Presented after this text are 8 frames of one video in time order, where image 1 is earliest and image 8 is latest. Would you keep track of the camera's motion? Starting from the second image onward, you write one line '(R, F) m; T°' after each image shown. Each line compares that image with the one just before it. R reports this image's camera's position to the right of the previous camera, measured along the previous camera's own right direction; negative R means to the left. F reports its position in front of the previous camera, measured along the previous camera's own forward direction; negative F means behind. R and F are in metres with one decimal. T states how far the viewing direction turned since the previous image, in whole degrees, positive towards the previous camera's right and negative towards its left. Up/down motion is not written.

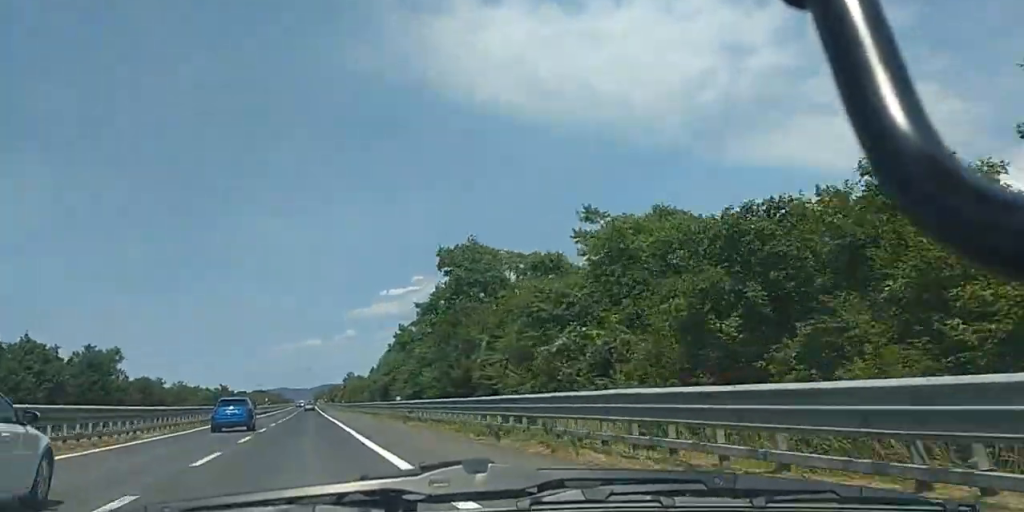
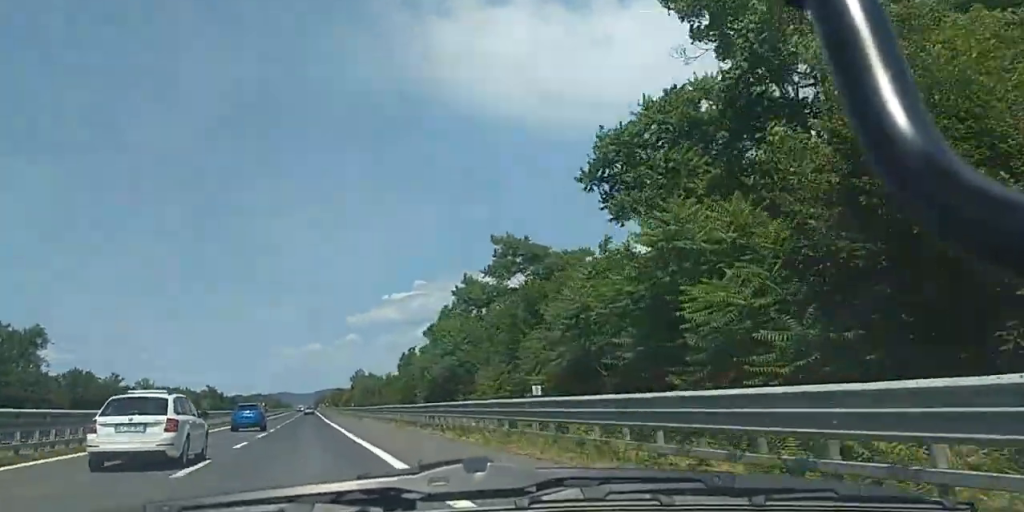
(+0.2, +36.3) m; 0°
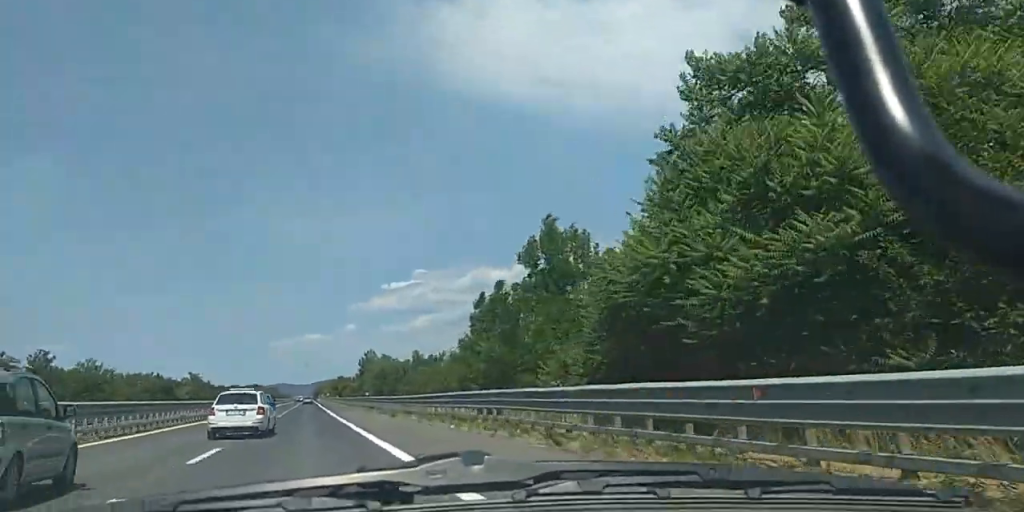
(-0.6, +32.0) m; -2°
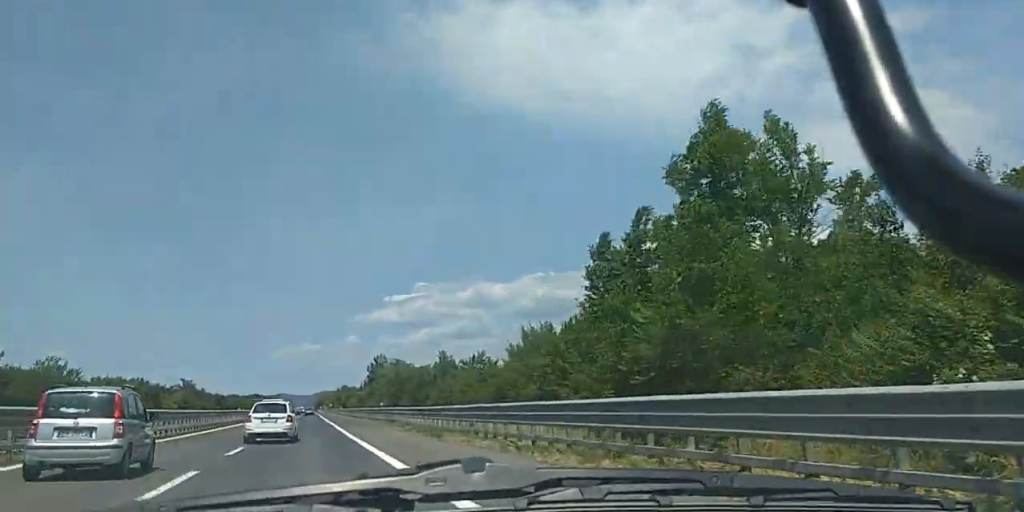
(-0.2, +16.4) m; 0°
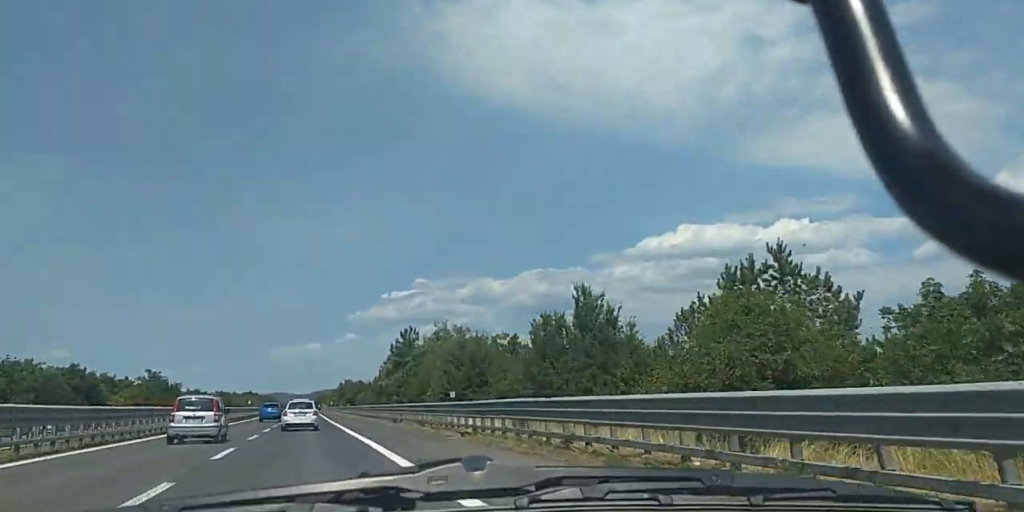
(+0.3, +37.7) m; 0°
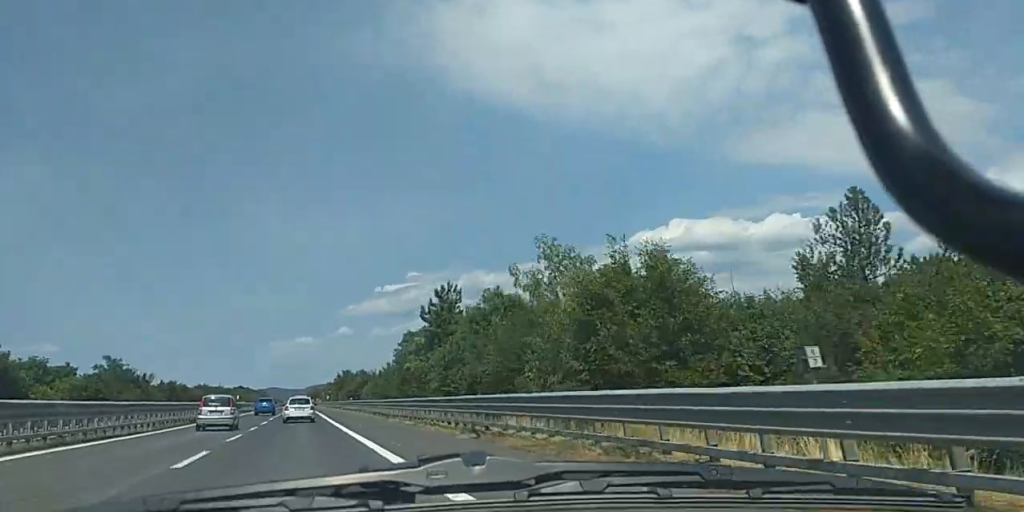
(-0.2, +27.1) m; 0°
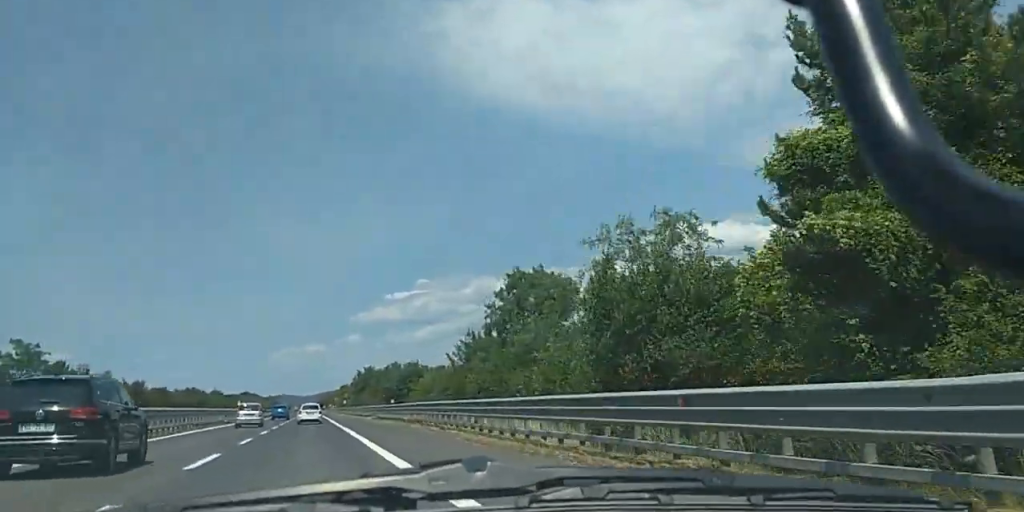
(+0.5, +43.4) m; +1°
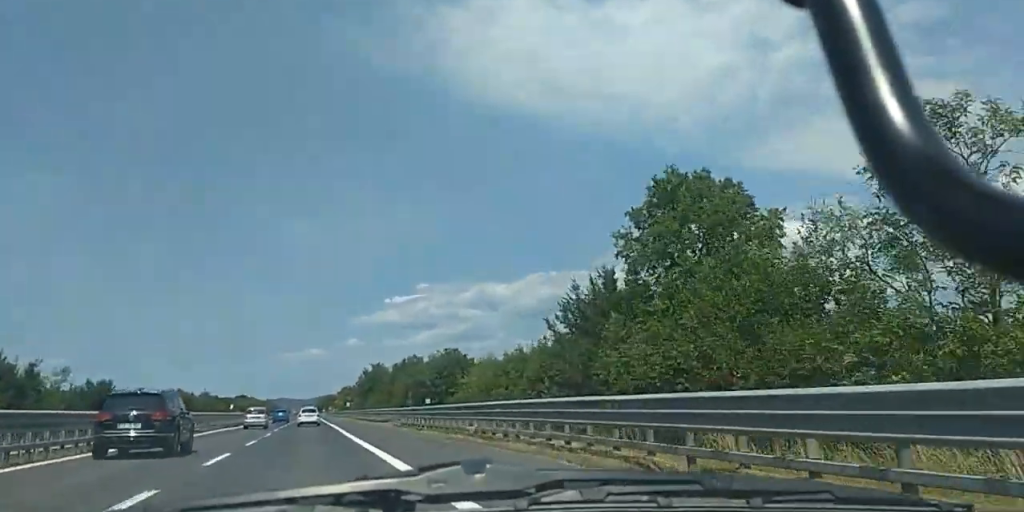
(+0.1, +20.3) m; 0°
